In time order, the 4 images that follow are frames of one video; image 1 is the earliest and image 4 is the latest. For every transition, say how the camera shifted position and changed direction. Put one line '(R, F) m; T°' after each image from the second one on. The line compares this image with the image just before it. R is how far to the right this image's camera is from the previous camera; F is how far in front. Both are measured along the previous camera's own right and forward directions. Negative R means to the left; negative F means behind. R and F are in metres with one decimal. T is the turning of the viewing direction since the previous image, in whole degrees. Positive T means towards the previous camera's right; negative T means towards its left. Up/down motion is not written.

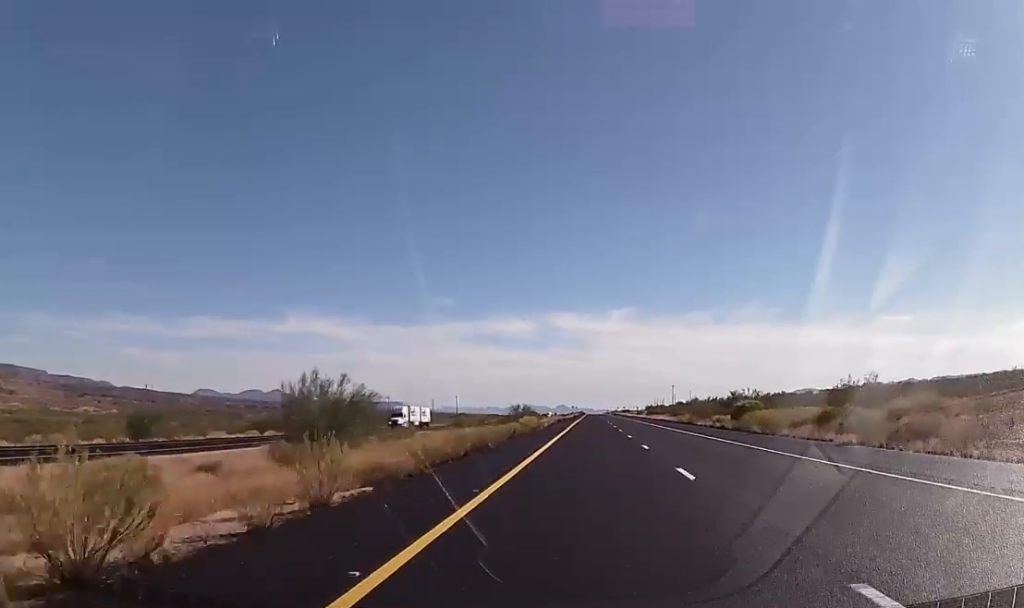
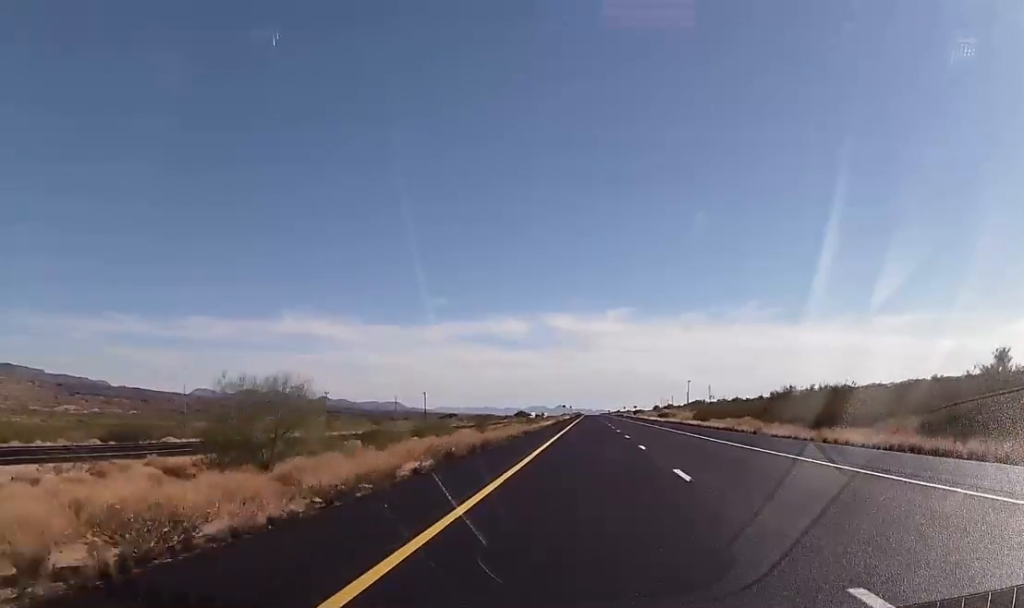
(+0.1, +84.8) m; 0°
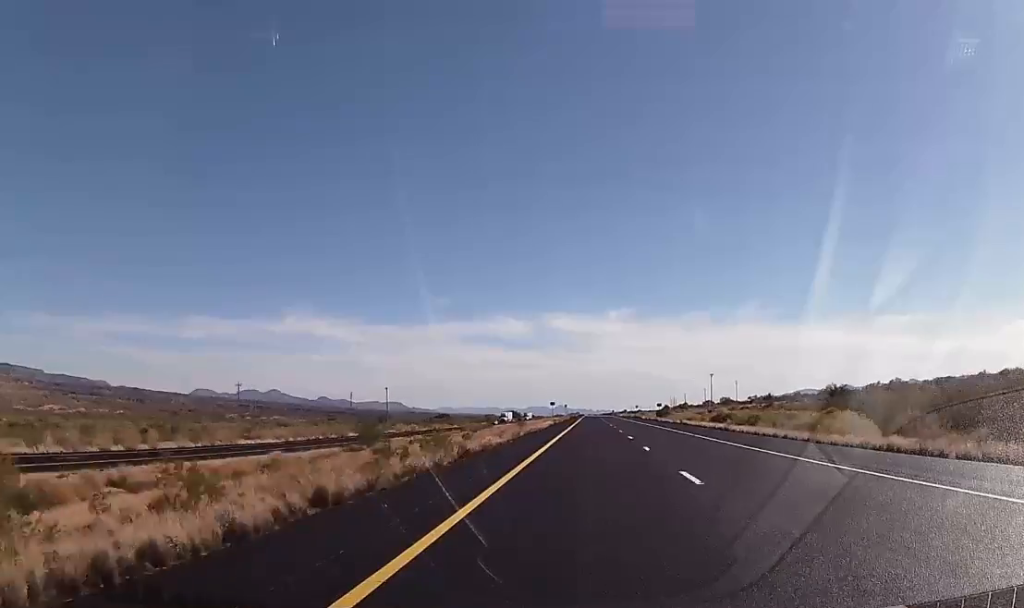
(+1.0, +73.2) m; +1°
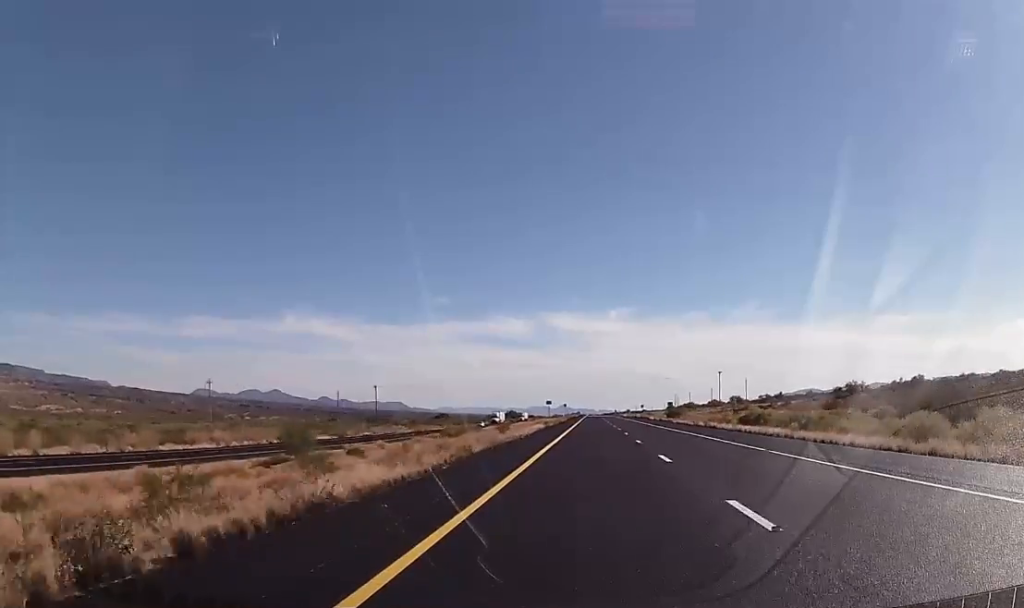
(+0.1, +17.8) m; -1°
